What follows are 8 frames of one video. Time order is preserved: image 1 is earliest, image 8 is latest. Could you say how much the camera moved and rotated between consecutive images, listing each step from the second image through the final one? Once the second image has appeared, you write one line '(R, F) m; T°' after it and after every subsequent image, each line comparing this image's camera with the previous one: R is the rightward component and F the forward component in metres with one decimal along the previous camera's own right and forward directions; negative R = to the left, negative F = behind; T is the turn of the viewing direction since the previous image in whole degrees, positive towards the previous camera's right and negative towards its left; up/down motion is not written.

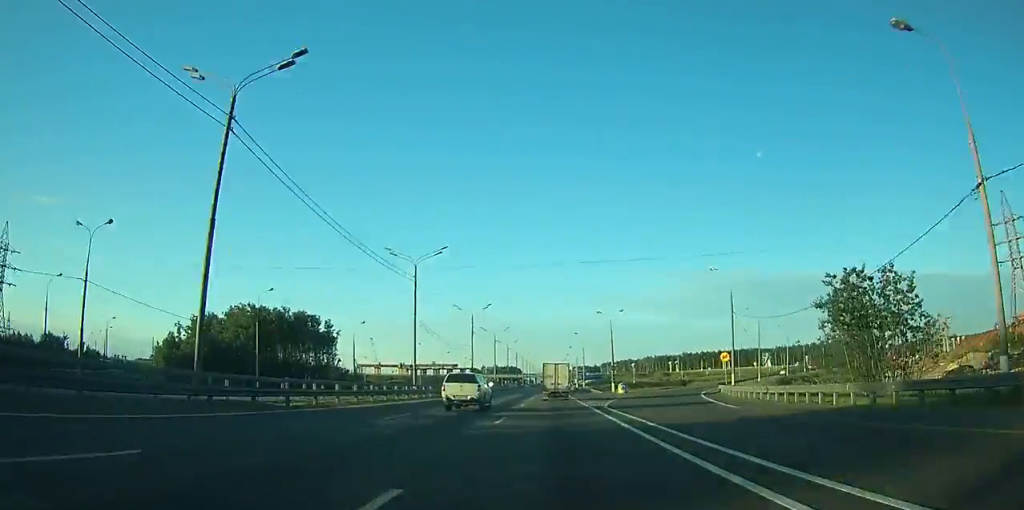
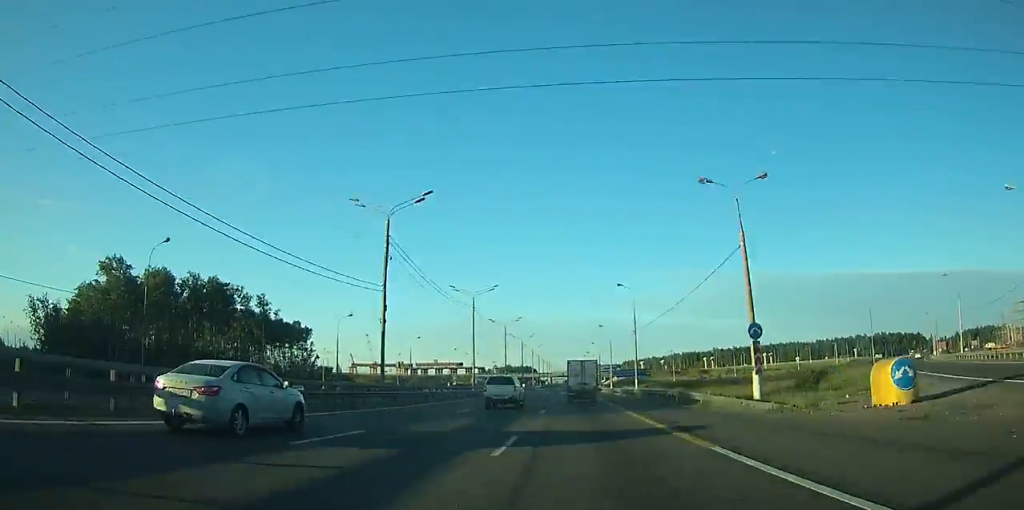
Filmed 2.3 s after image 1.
(-0.1, +57.6) m; 0°
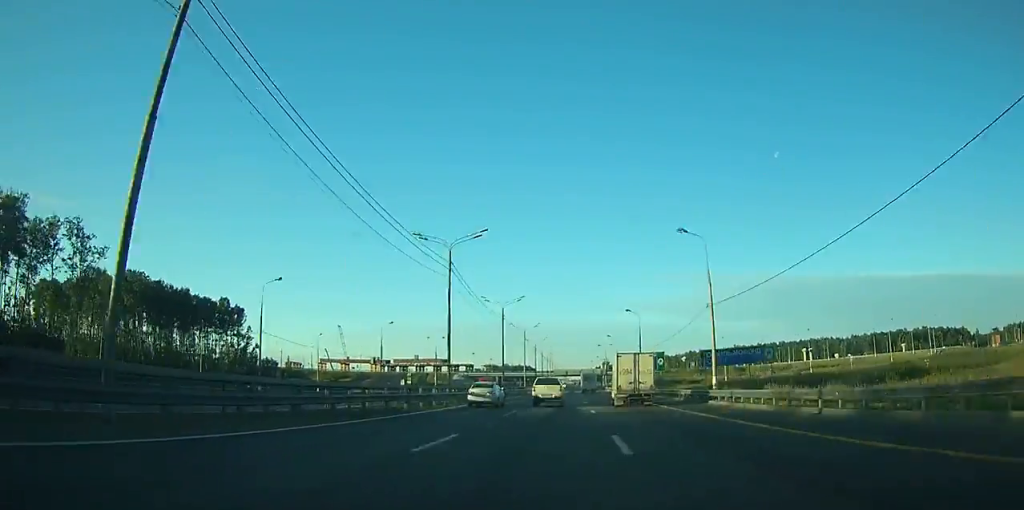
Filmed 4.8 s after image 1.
(-0.5, +61.8) m; 0°
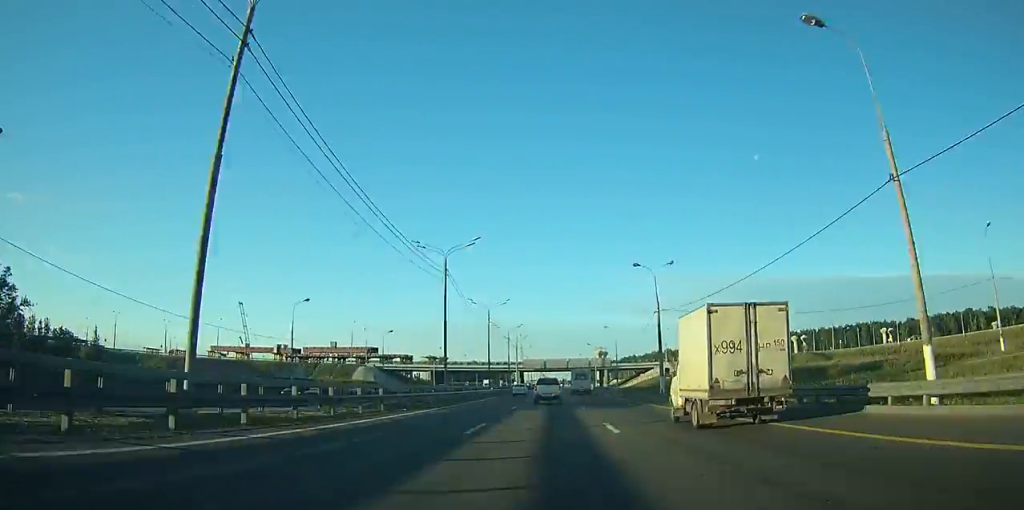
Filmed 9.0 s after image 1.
(+0.9, +107.2) m; +1°
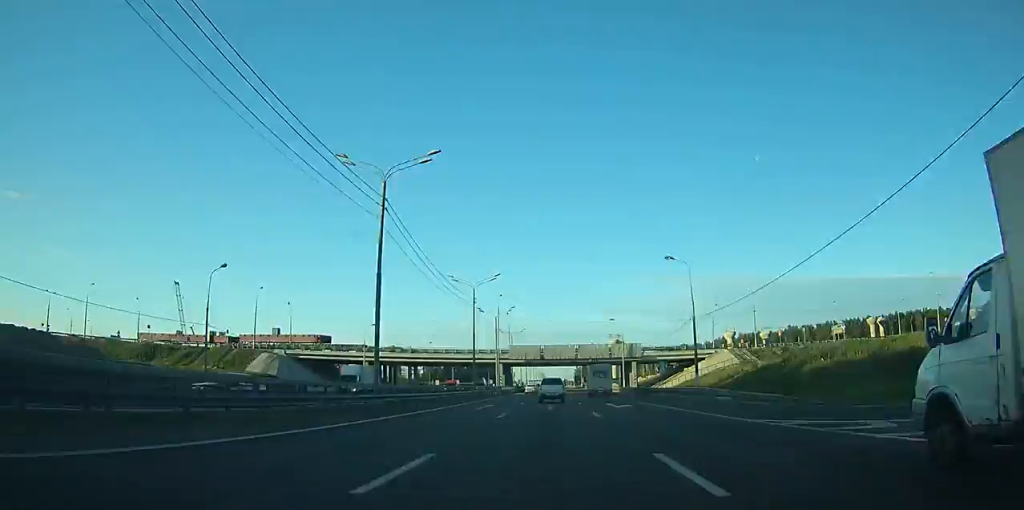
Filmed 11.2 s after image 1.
(+0.2, +56.2) m; 0°
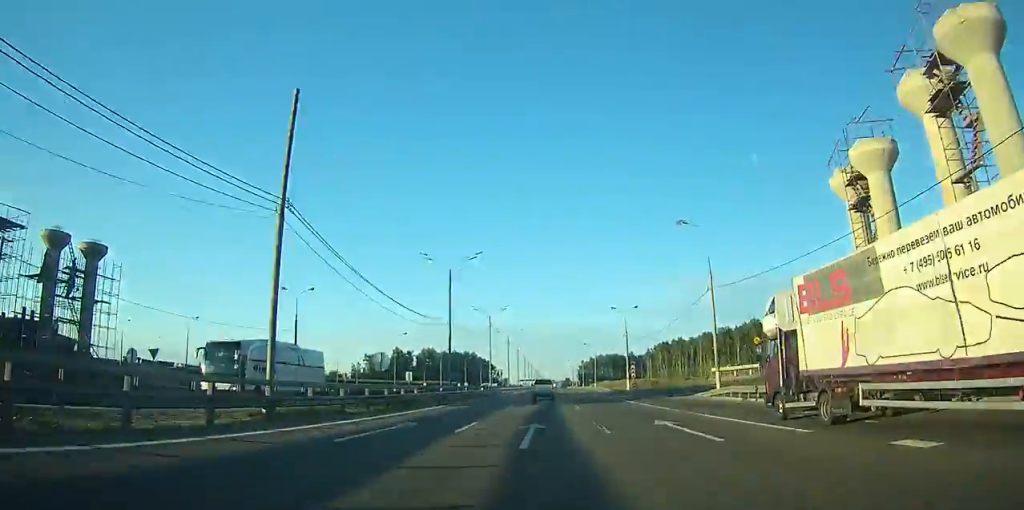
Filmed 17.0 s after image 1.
(+0.2, +149.0) m; 0°
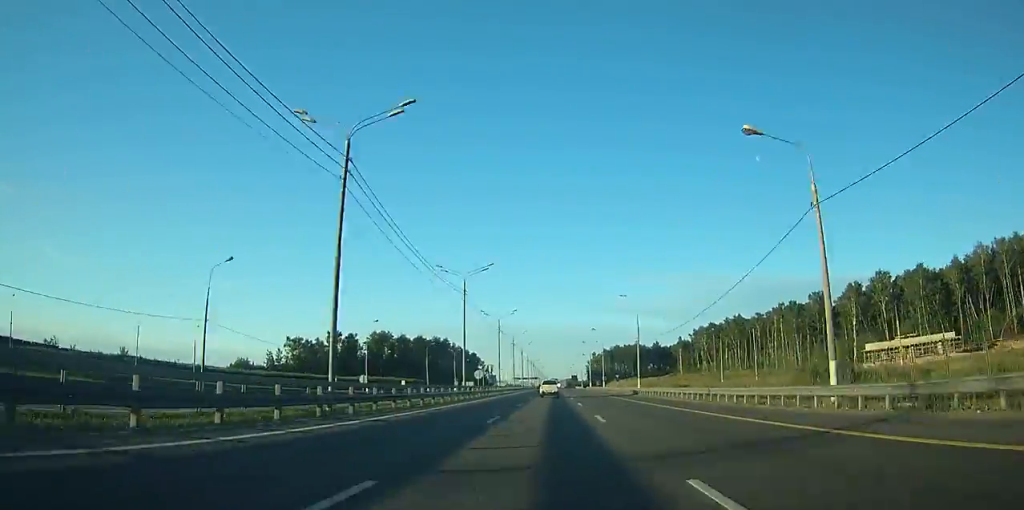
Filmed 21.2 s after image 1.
(-0.2, +109.0) m; 0°
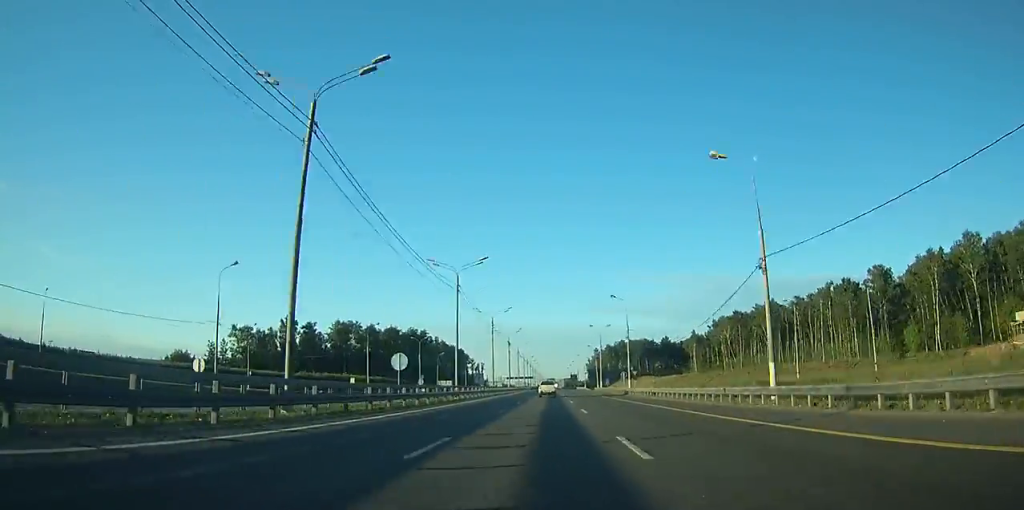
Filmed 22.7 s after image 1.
(-0.1, +41.9) m; 0°
